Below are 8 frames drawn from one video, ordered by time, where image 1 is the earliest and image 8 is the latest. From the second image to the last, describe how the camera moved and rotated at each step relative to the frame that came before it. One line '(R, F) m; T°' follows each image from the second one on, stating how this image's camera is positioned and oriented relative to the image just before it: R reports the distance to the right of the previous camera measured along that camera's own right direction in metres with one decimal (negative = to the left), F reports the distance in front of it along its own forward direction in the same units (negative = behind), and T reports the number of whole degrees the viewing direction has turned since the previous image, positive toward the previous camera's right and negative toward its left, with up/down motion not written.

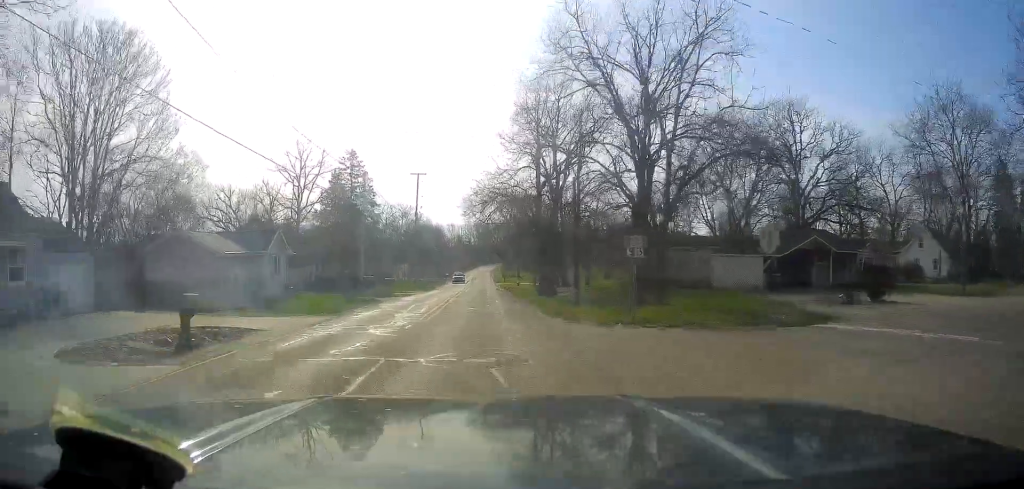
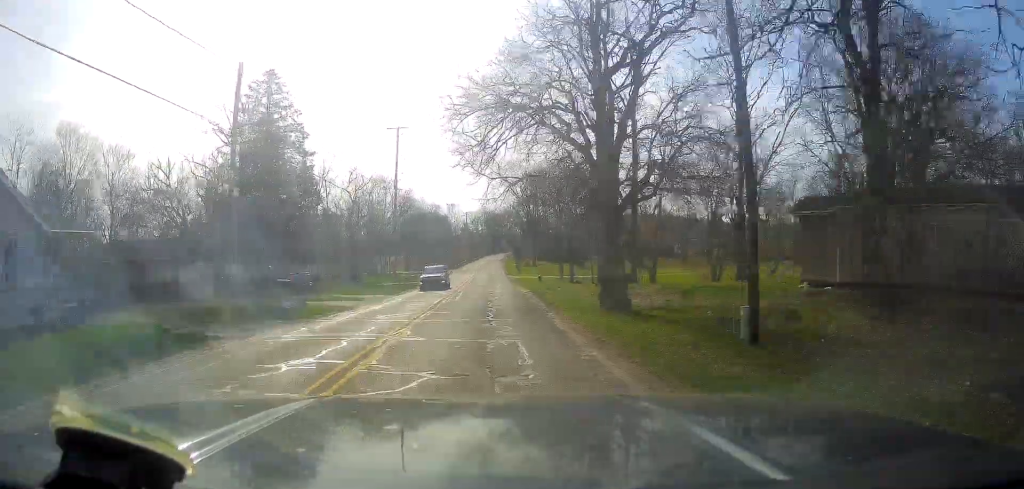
(-0.1, +23.0) m; -1°
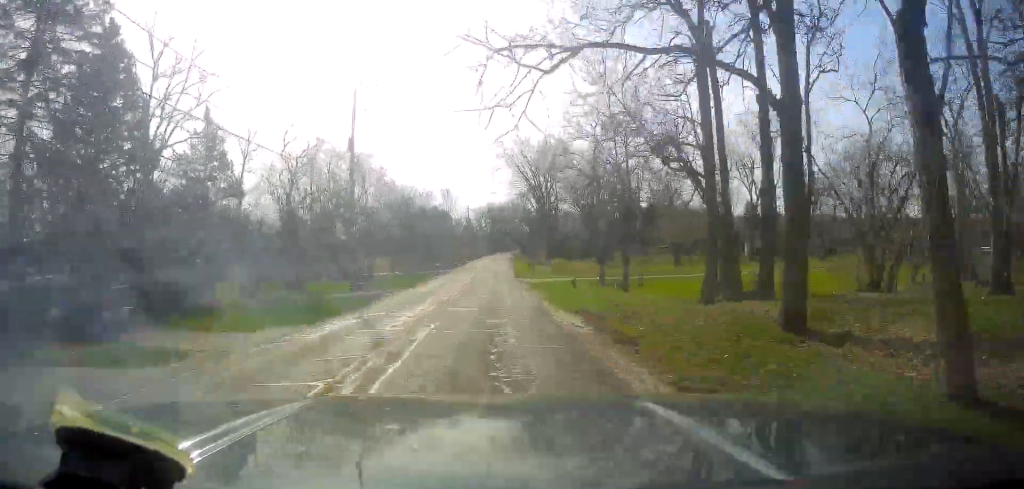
(-0.3, +20.1) m; -3°
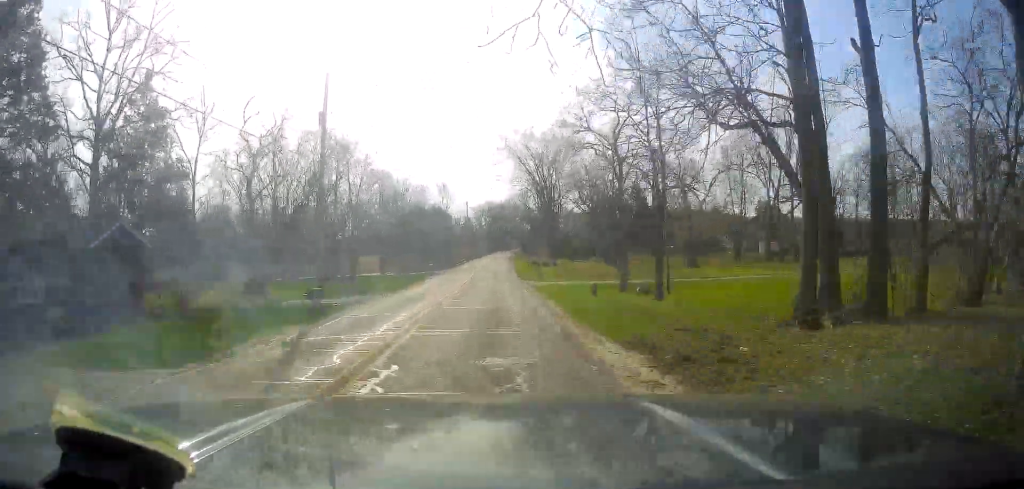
(-0.4, +7.0) m; -1°
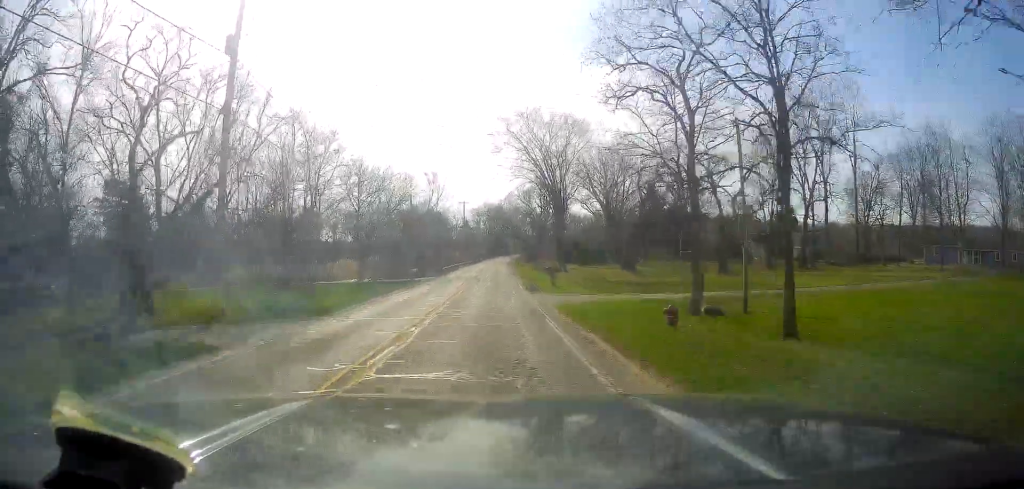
(+0.1, +12.5) m; +1°
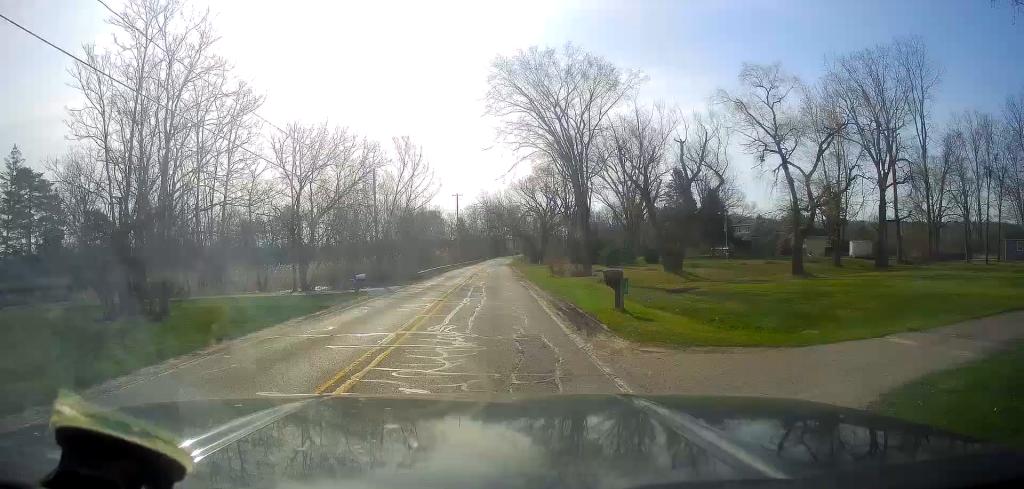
(+0.6, +20.1) m; +2°
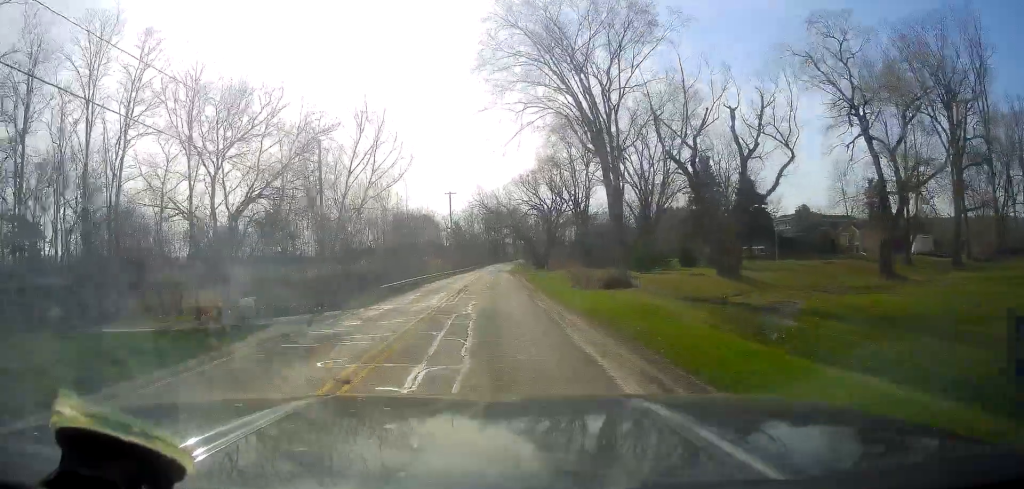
(+0.1, +14.9) m; 0°
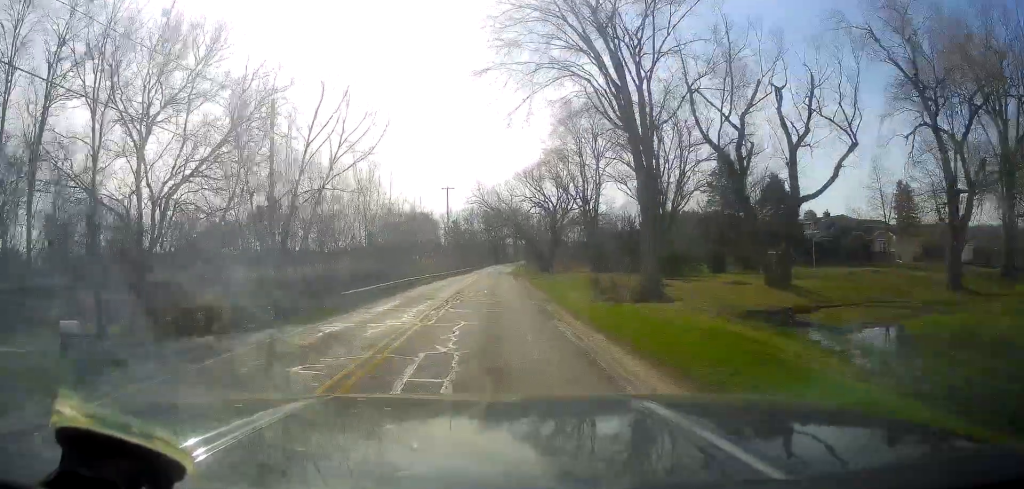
(+0.1, +8.1) m; -1°
